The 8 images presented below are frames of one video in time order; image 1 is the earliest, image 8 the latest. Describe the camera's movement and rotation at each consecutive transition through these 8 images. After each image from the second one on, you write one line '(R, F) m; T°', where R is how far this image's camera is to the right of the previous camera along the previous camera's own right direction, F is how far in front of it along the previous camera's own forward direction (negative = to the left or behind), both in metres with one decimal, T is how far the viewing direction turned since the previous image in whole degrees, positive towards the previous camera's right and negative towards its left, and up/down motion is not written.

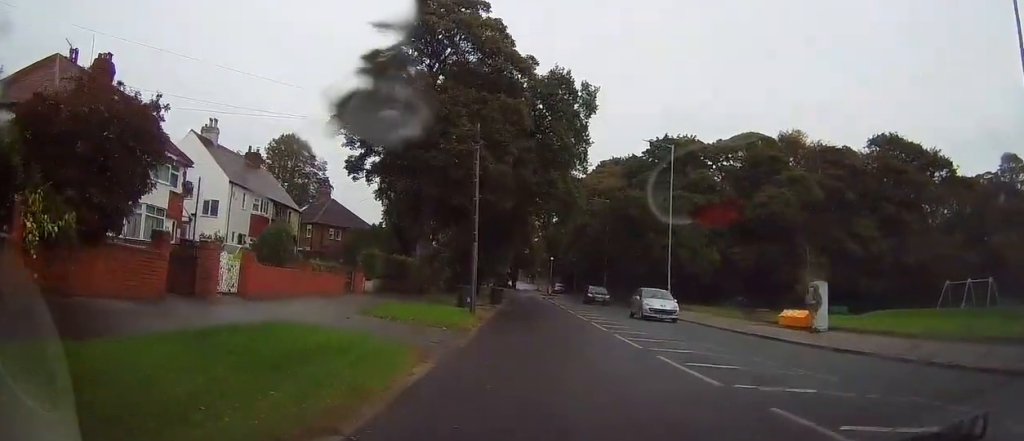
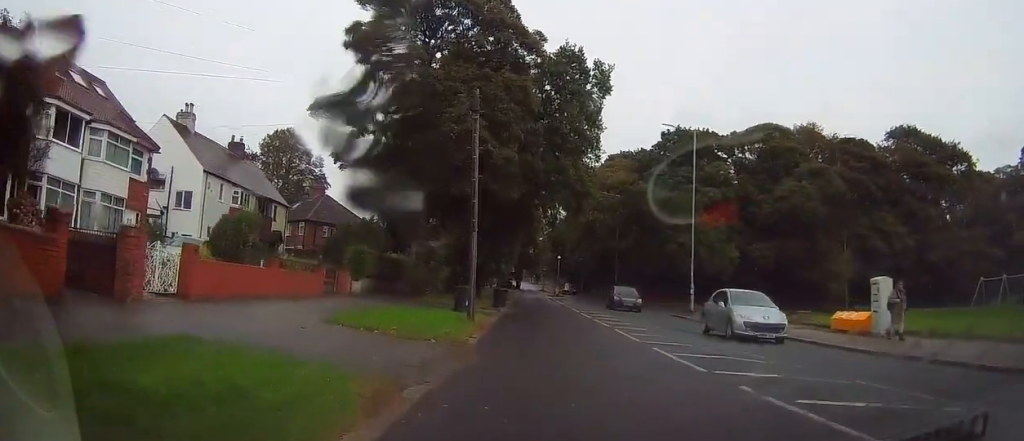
(-0.2, +4.5) m; -1°
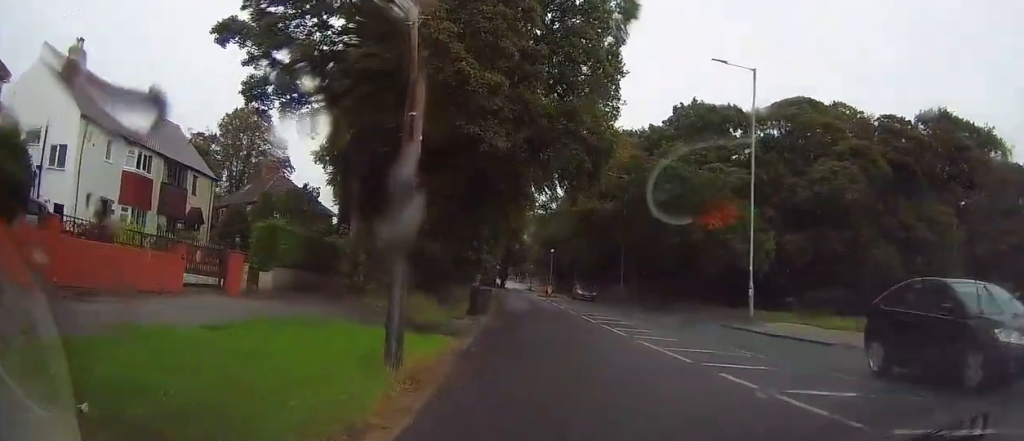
(-0.1, +12.1) m; -2°
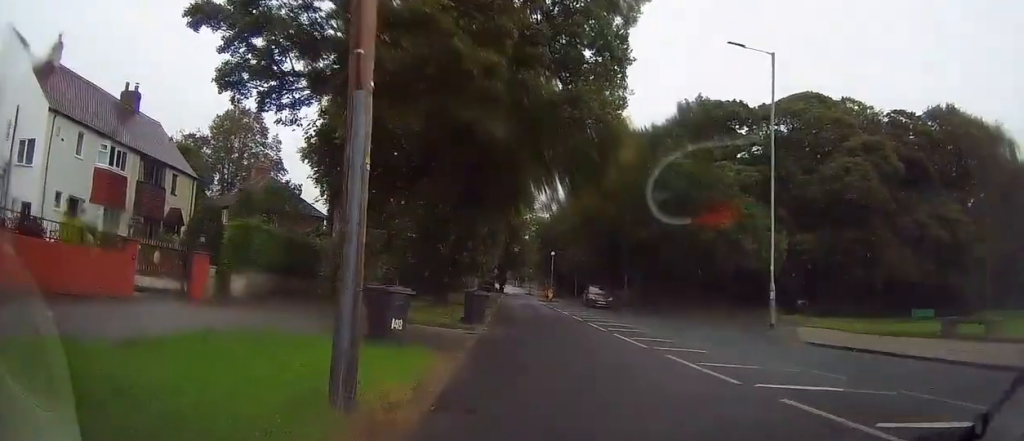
(-0.1, +2.8) m; 0°
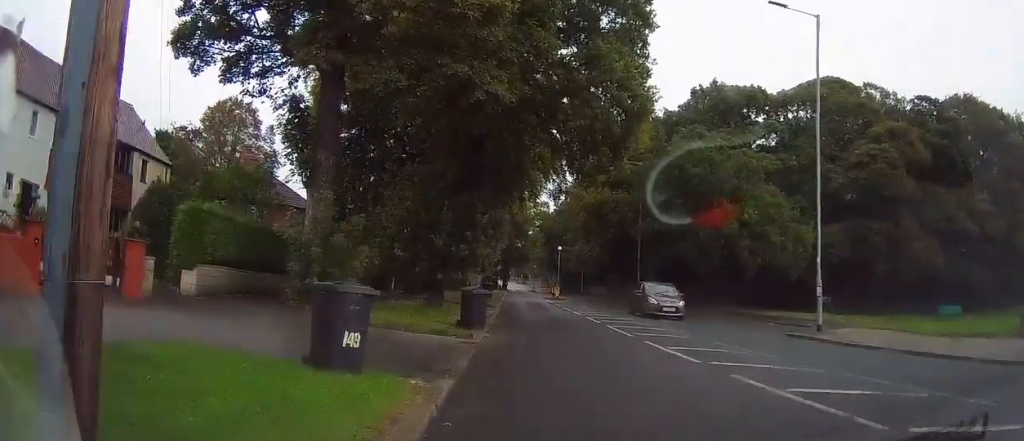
(+0.2, +4.4) m; +6°
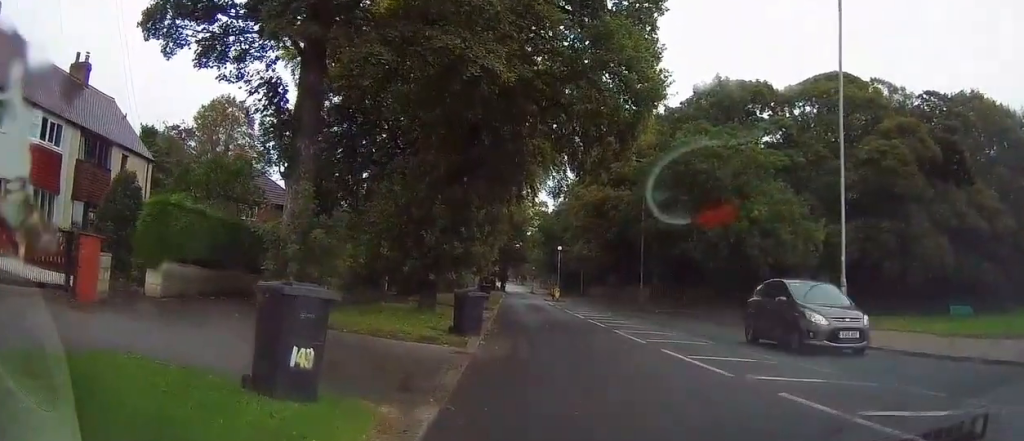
(+0.1, +2.4) m; -3°
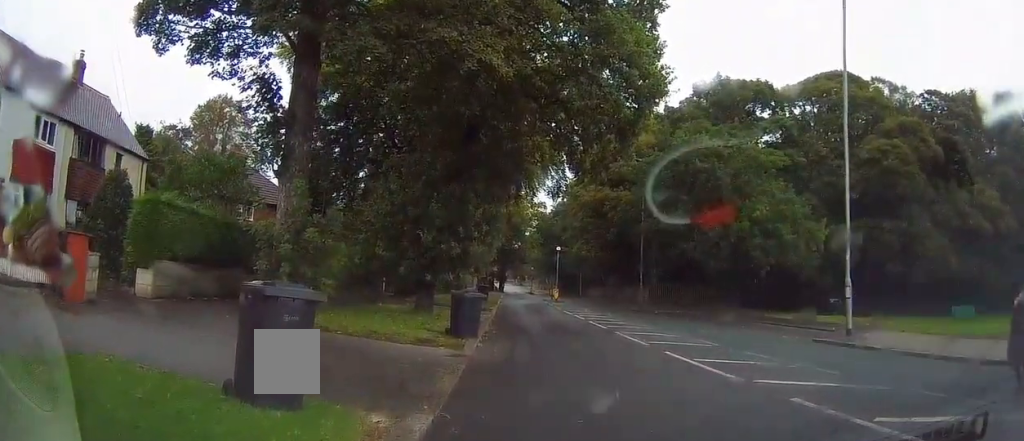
(-0.4, +0.9) m; 0°
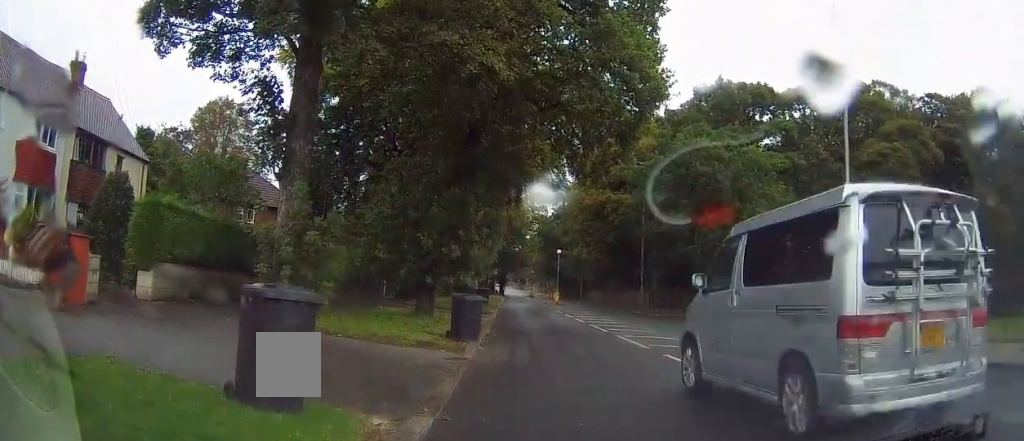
(-0.2, +0.4) m; 0°
